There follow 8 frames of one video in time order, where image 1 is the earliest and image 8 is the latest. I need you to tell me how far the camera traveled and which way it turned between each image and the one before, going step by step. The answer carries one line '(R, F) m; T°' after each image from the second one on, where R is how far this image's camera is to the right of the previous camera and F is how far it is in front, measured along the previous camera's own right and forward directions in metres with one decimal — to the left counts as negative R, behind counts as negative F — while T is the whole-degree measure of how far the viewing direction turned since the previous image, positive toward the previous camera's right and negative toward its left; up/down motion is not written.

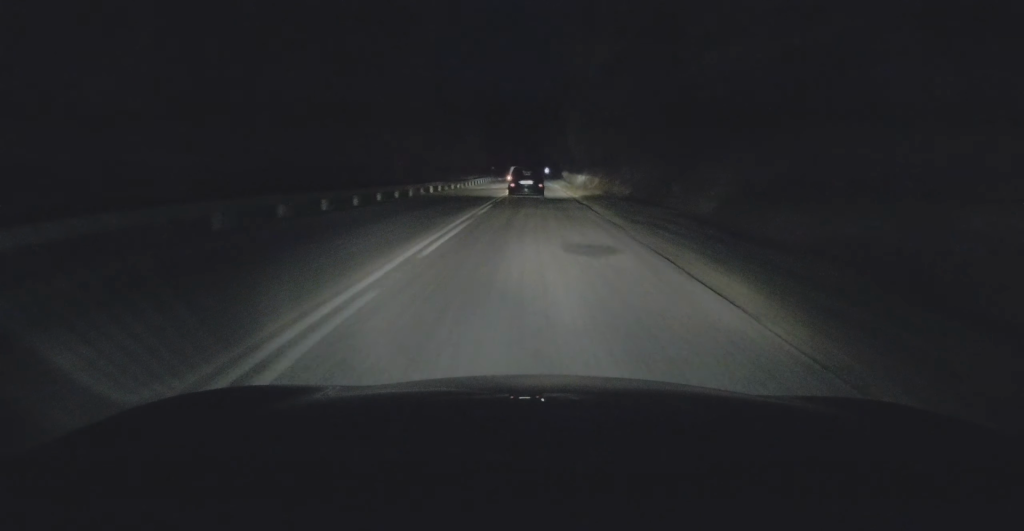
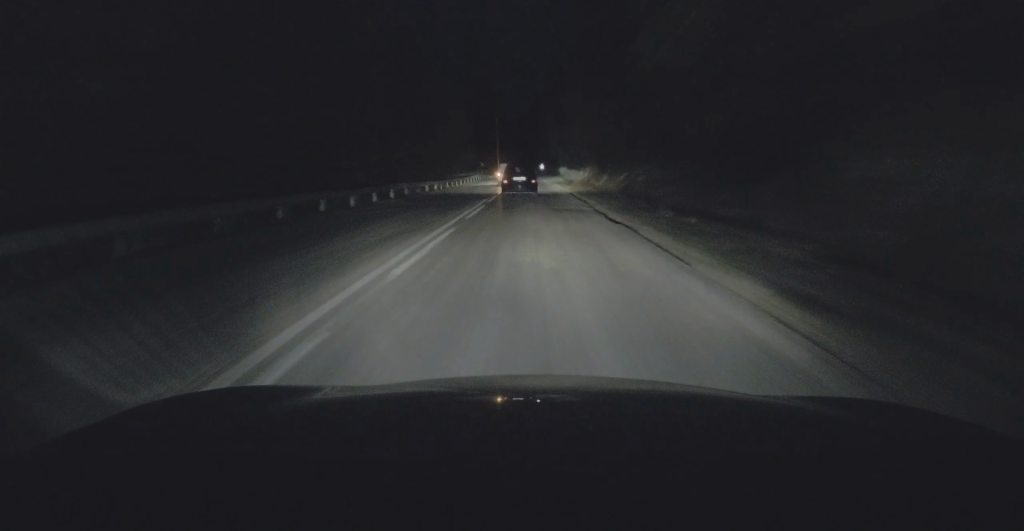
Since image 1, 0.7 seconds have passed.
(-0.2, +11.5) m; 0°
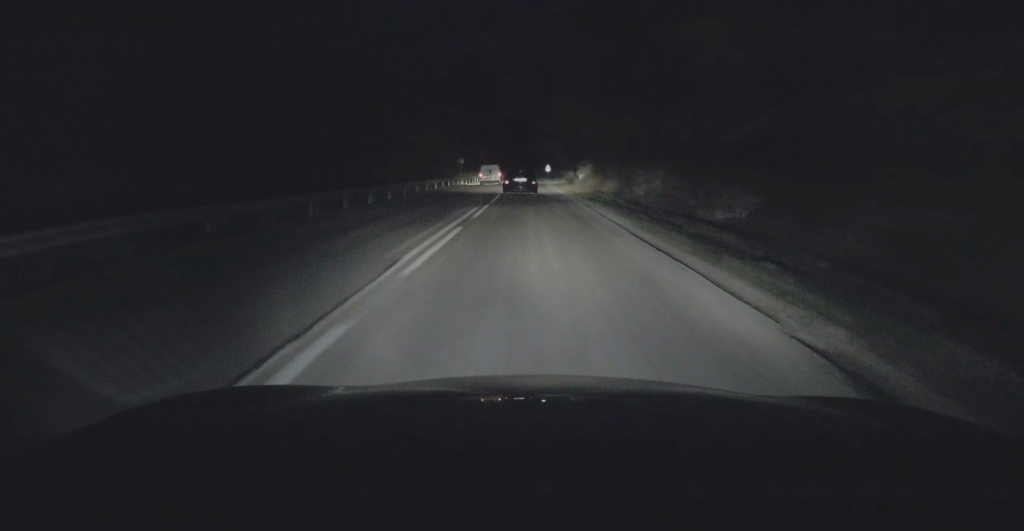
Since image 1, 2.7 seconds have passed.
(-0.1, +34.6) m; -1°
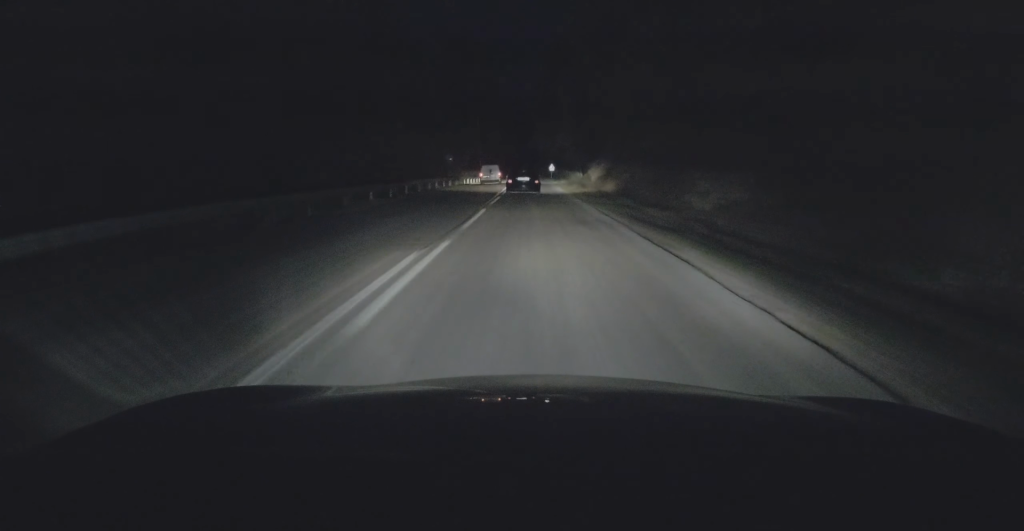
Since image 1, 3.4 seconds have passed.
(-0.1, +11.2) m; -1°
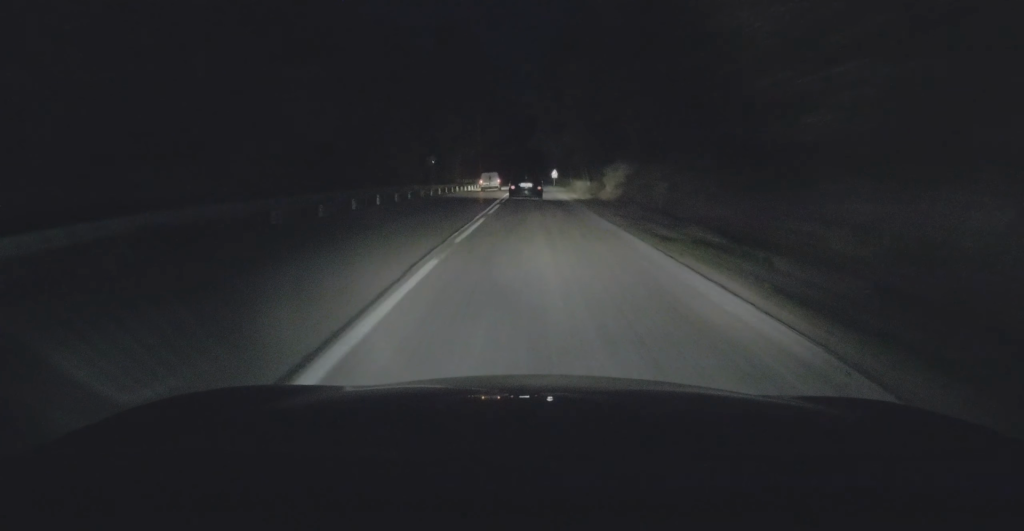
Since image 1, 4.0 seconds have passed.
(0.0, +10.6) m; 0°
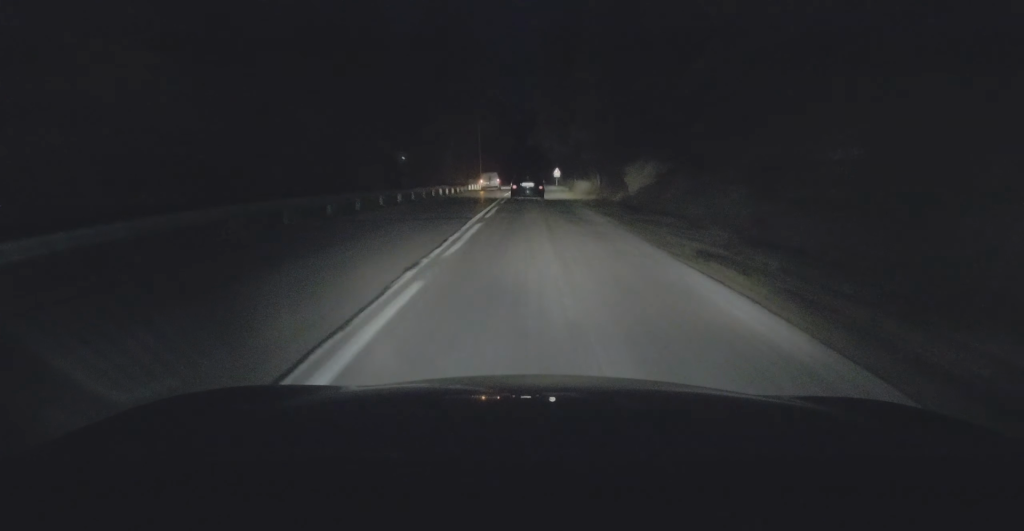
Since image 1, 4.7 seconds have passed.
(-0.1, +11.3) m; 0°
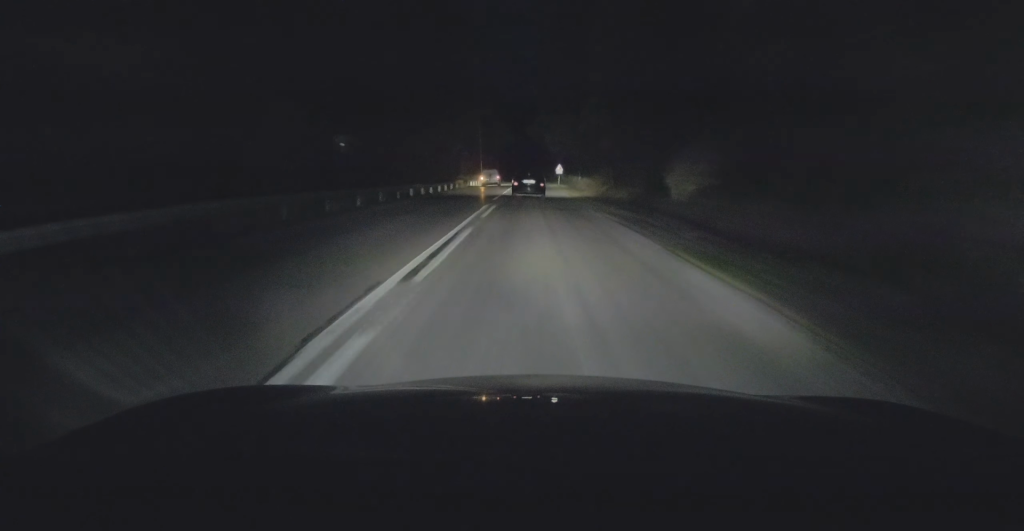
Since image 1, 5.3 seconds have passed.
(0.0, +10.8) m; 0°
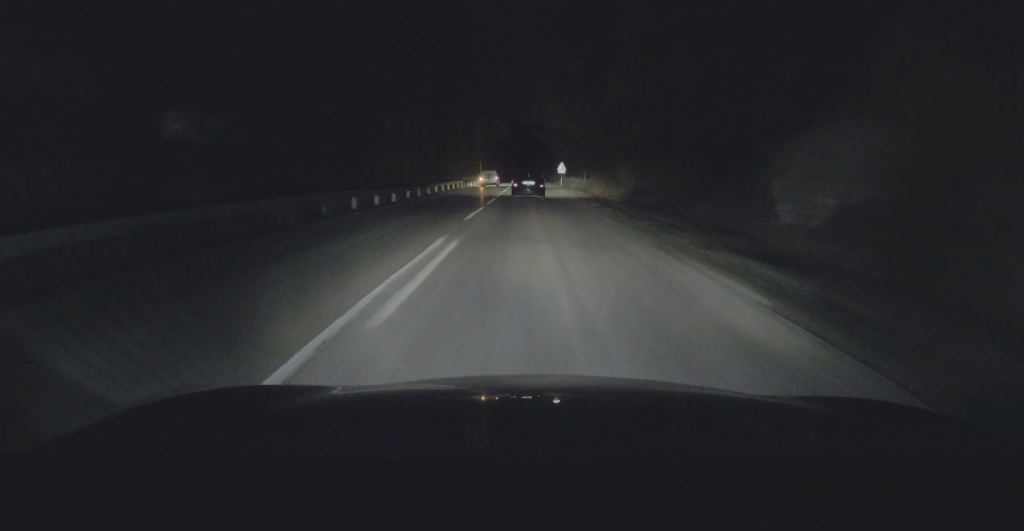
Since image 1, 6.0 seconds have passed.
(0.0, +11.5) m; +1°
